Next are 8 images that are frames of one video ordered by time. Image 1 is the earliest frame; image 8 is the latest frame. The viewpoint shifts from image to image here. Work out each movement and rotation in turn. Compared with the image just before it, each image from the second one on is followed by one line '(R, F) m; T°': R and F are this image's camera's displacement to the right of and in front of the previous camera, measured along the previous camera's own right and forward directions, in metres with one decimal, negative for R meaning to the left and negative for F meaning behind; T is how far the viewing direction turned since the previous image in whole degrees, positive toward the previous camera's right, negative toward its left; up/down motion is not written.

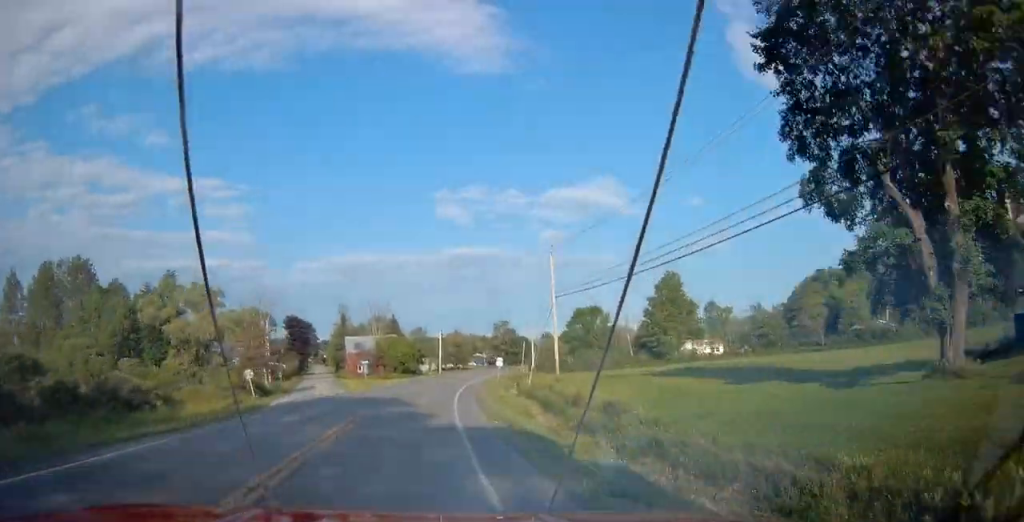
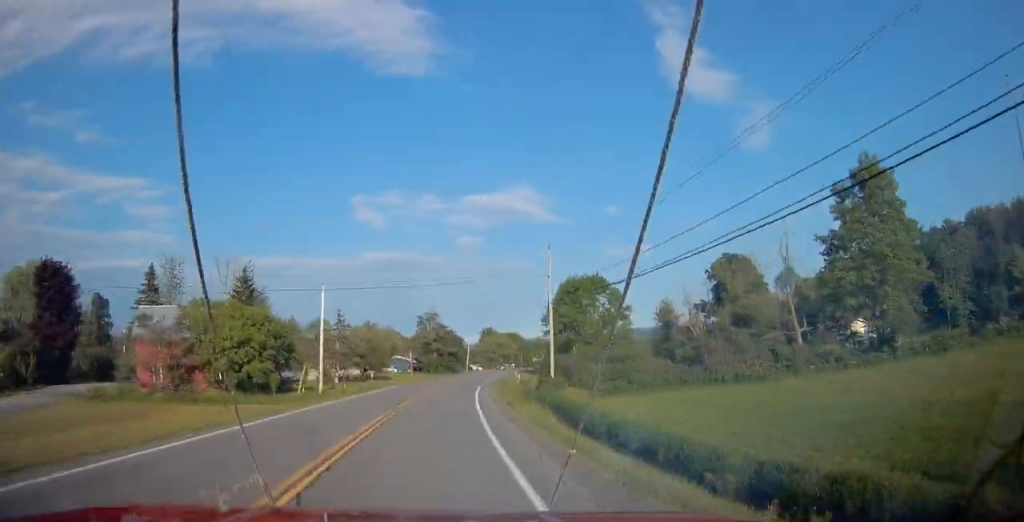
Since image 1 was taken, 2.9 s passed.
(+4.3, +65.7) m; +9°
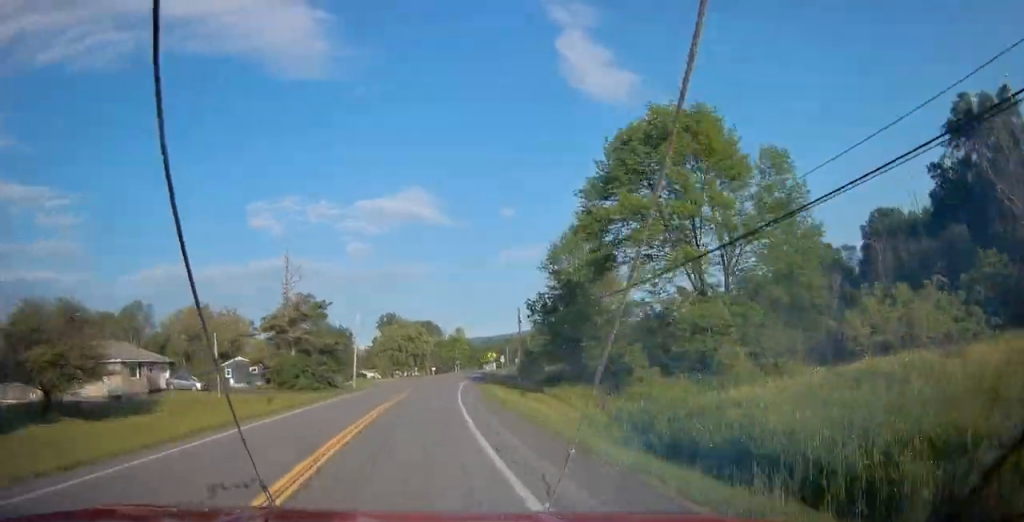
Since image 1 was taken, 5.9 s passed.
(+6.3, +71.4) m; +9°
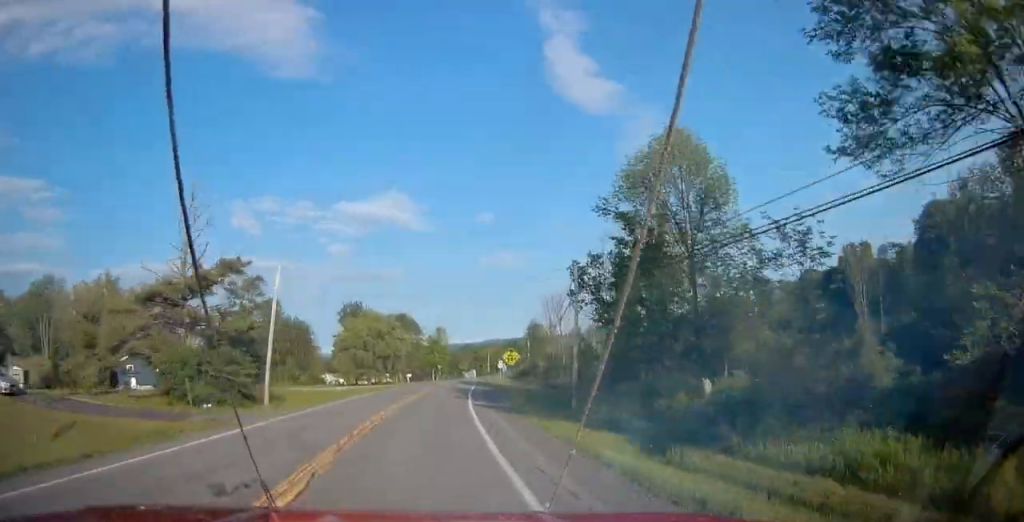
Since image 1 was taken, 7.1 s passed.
(+1.3, +29.6) m; +3°
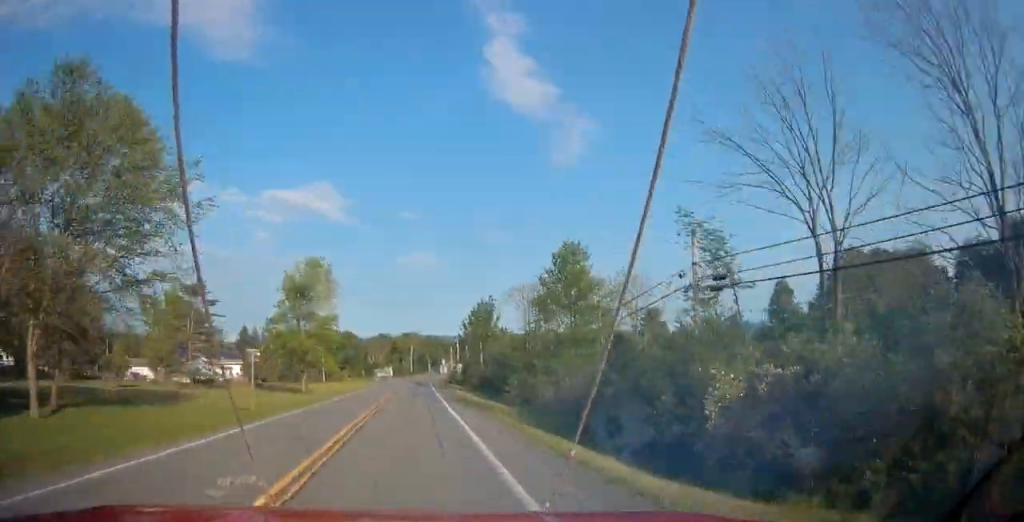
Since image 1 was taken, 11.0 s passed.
(+6.9, +94.4) m; +7°
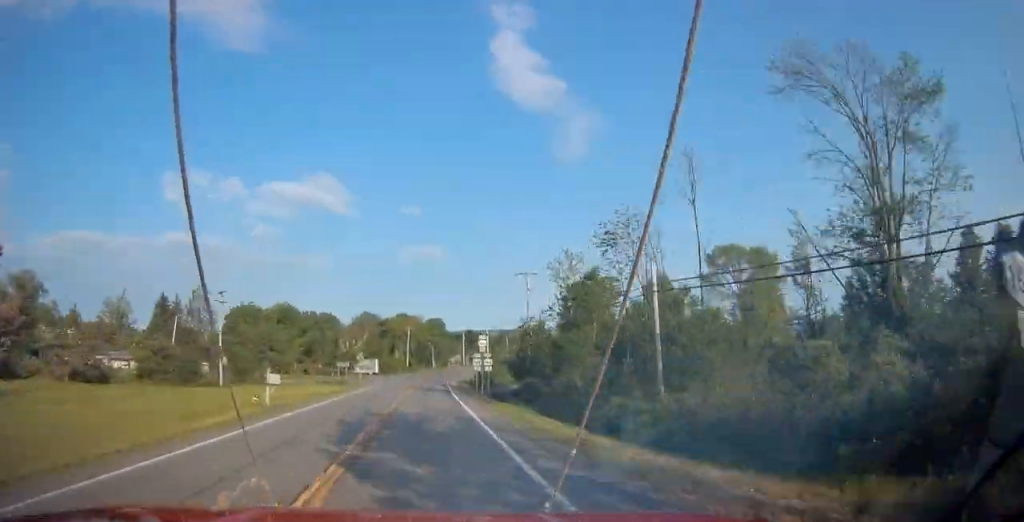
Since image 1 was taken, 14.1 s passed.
(+1.4, +72.4) m; +2°
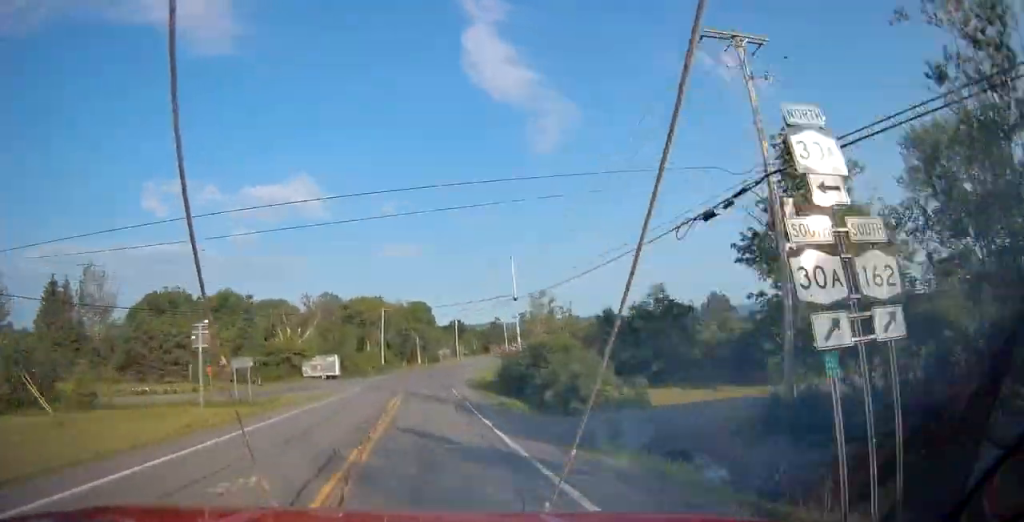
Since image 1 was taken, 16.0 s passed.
(+0.8, +43.0) m; +3°
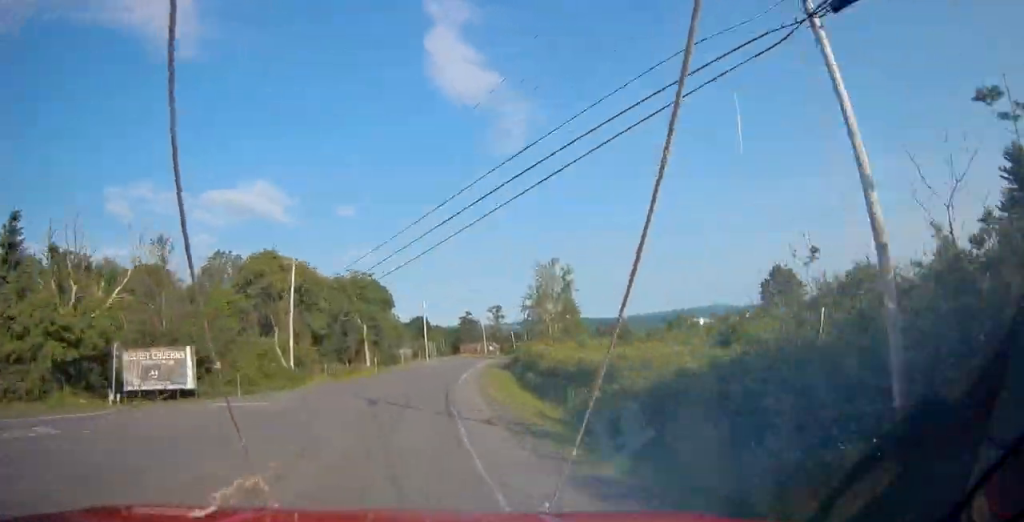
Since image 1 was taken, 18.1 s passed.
(+1.3, +46.7) m; +4°
